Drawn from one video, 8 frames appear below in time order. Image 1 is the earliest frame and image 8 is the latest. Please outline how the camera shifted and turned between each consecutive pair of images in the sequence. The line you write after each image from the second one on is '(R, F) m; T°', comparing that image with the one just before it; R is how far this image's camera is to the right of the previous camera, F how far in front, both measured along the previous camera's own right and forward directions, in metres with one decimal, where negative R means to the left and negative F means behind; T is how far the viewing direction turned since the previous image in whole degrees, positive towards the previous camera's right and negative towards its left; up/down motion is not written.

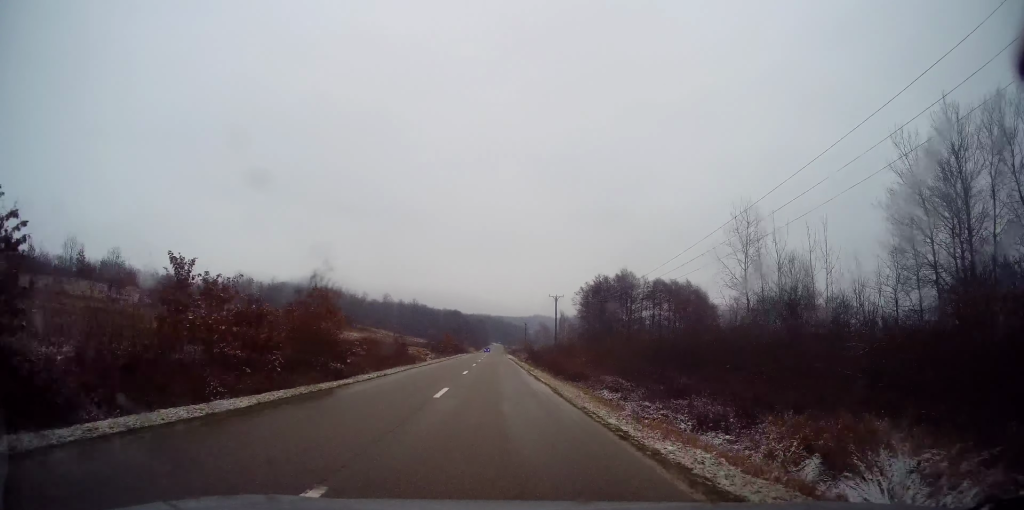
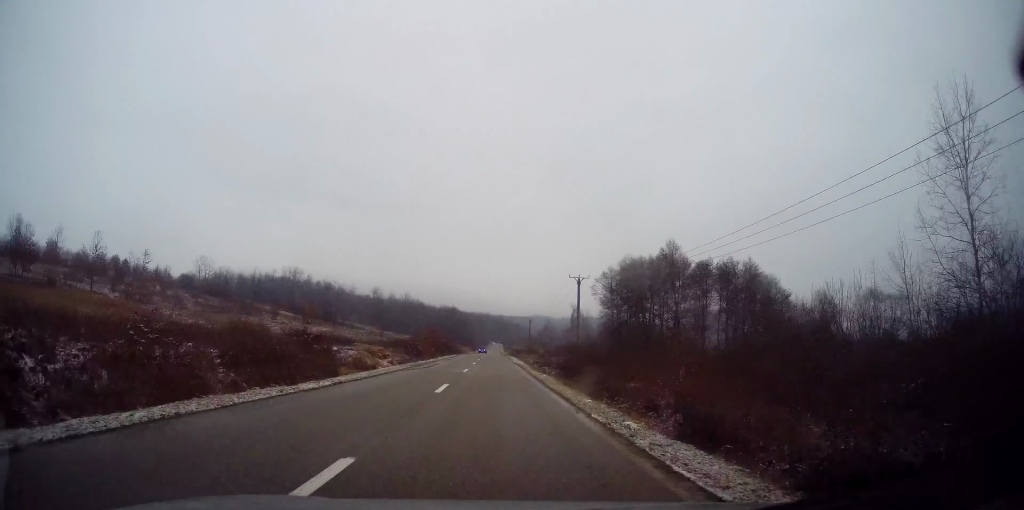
(+0.1, +22.1) m; +1°
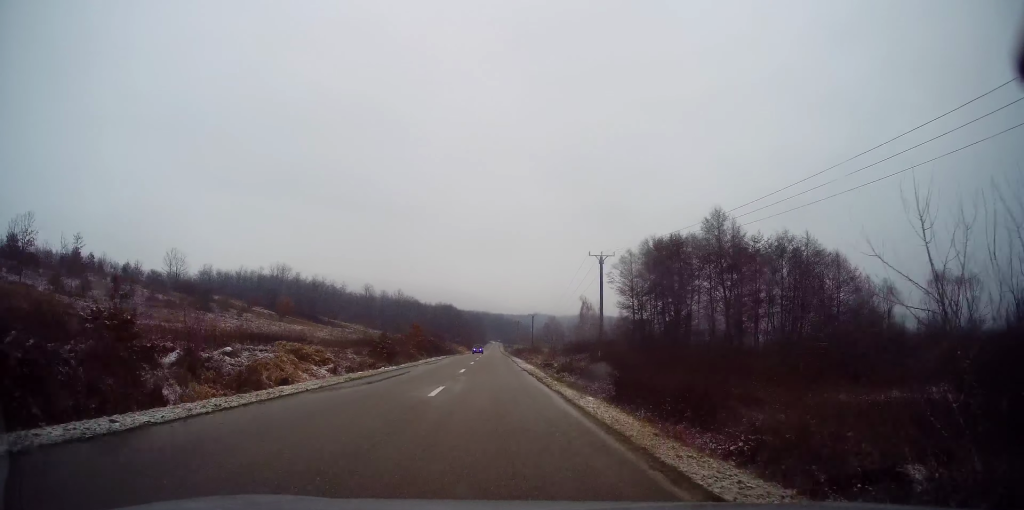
(+0.1, +13.2) m; +1°
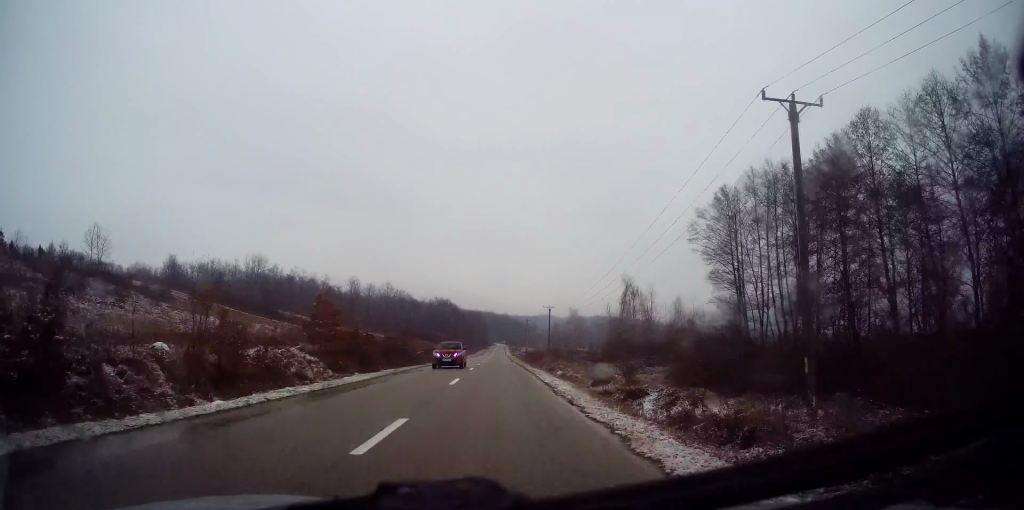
(-0.3, +30.0) m; -2°
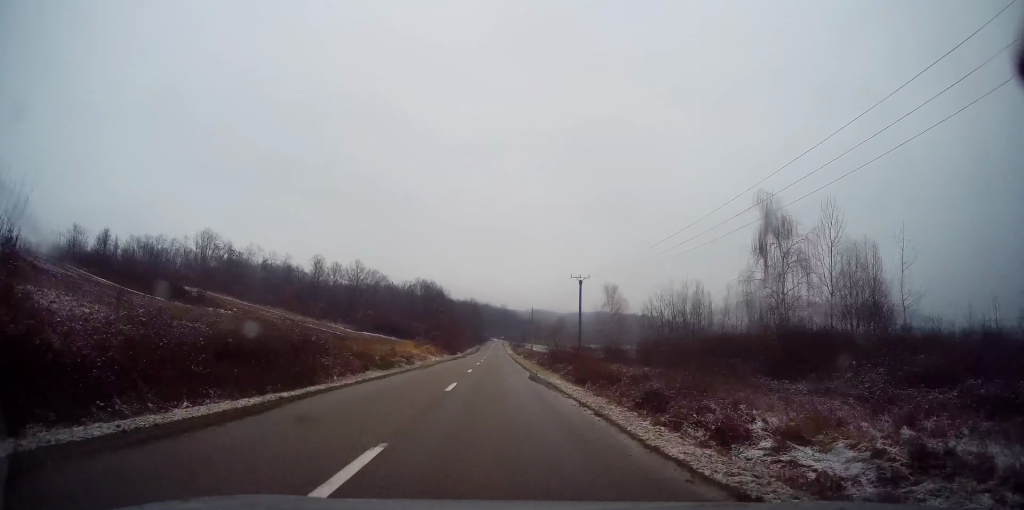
(-0.3, +37.4) m; 0°
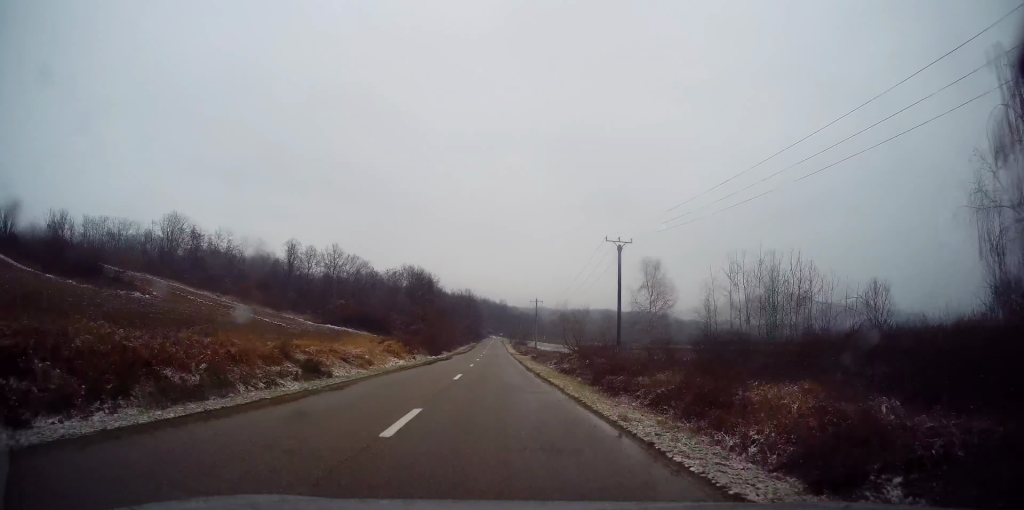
(+0.1, +19.8) m; +1°
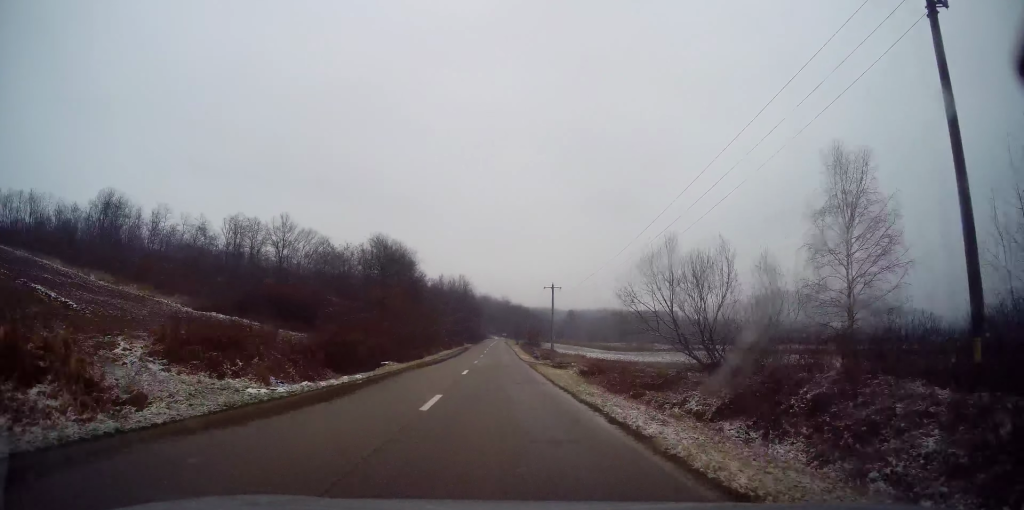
(+0.3, +32.2) m; 0°
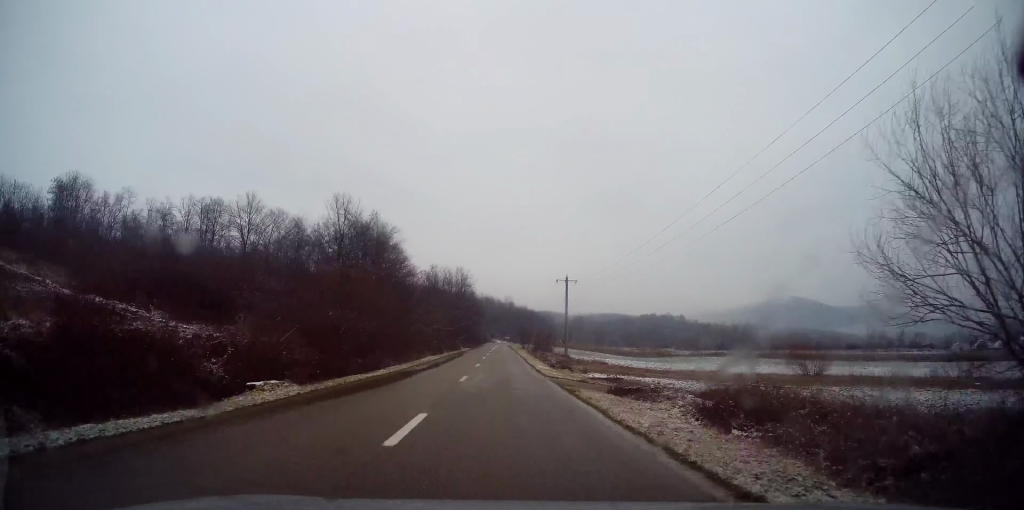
(0.0, +15.3) m; -1°
